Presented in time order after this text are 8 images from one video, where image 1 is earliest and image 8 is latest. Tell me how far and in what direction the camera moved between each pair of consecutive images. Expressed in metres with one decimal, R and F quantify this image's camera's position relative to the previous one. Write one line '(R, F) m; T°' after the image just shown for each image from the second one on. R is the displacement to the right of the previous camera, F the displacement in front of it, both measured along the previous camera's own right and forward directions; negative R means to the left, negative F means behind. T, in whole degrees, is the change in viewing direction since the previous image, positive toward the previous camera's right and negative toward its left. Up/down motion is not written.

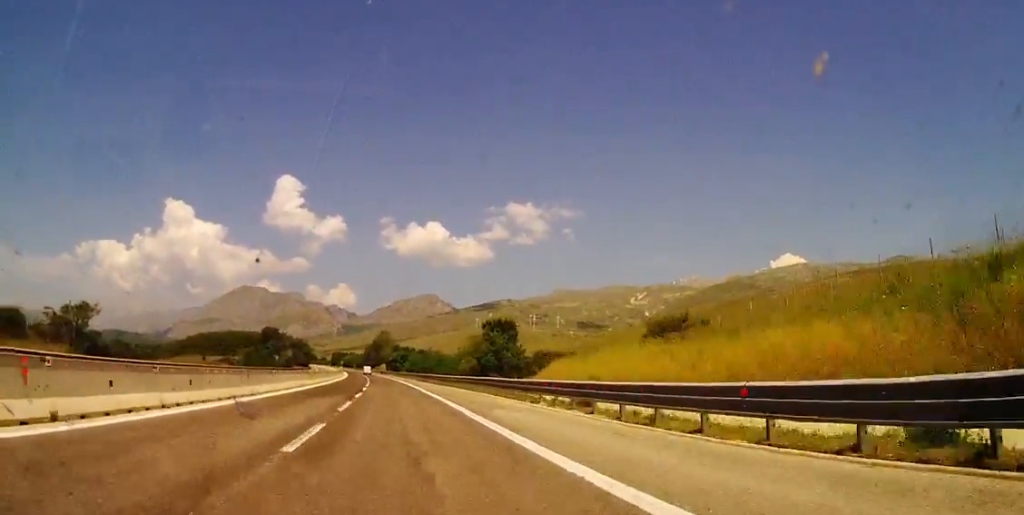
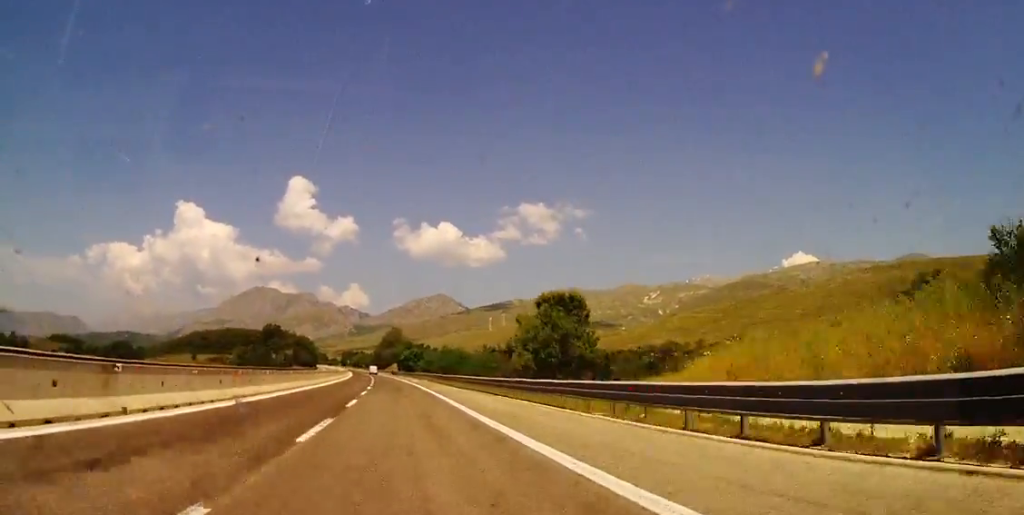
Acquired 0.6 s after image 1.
(-0.3, +21.5) m; -1°
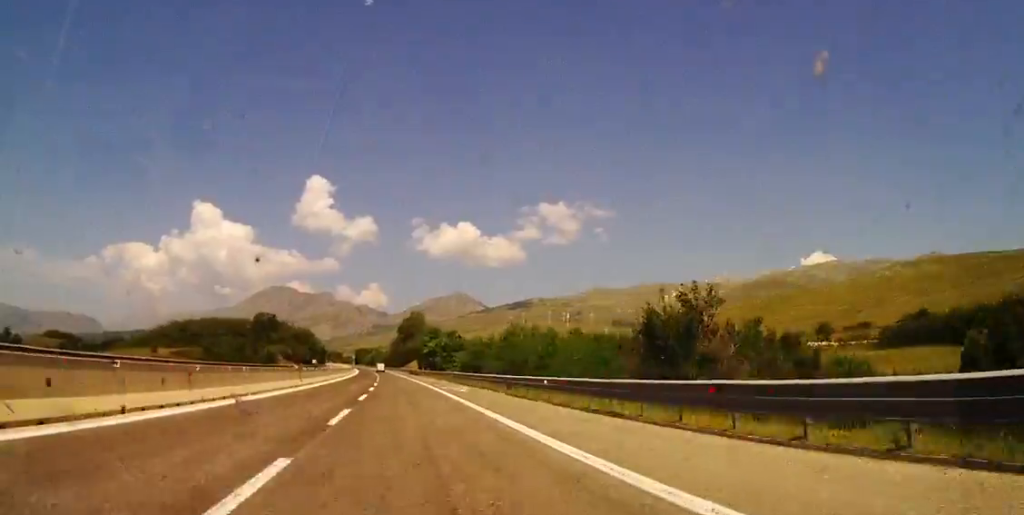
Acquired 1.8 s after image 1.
(-0.6, +44.3) m; -1°
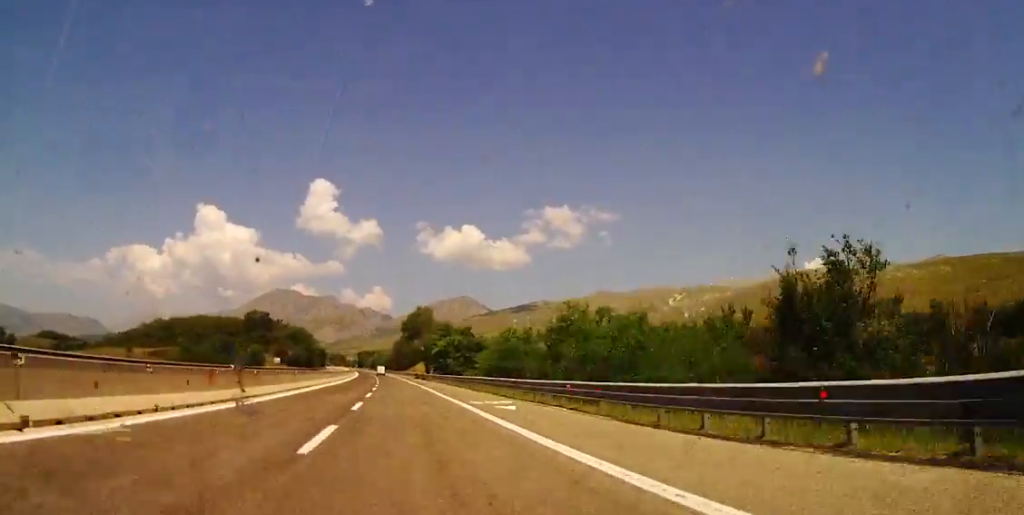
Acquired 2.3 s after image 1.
(-0.1, +16.8) m; -1°
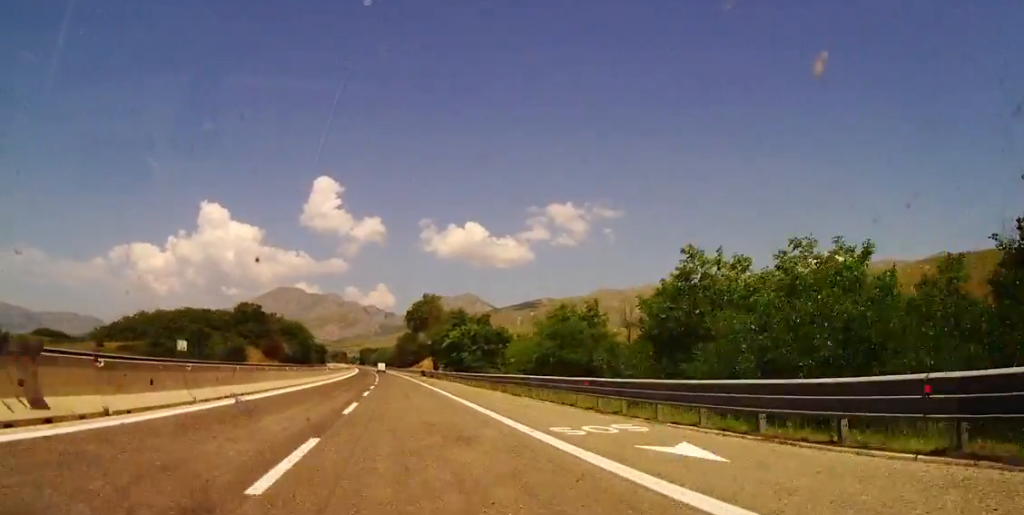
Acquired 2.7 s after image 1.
(0.0, +15.7) m; 0°
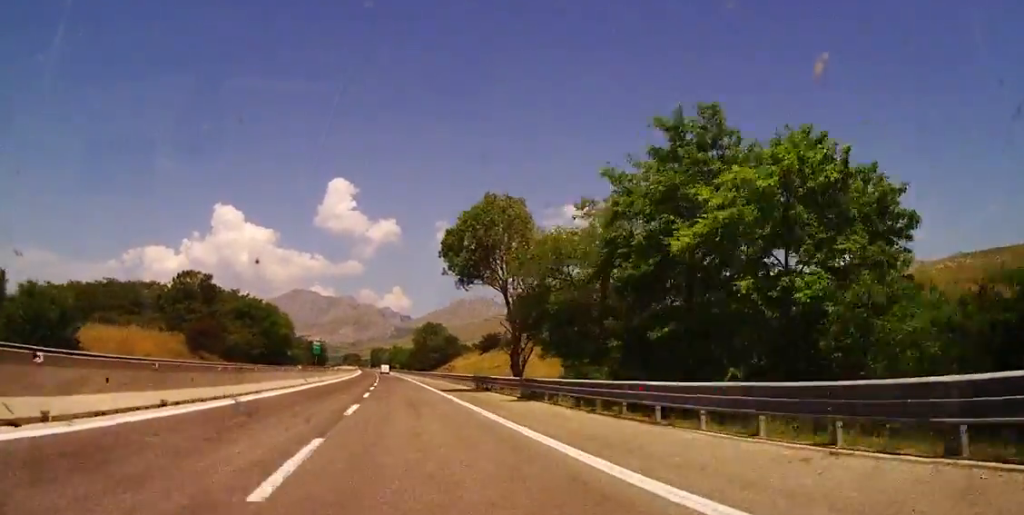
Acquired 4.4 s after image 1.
(-1.3, +58.6) m; -2°
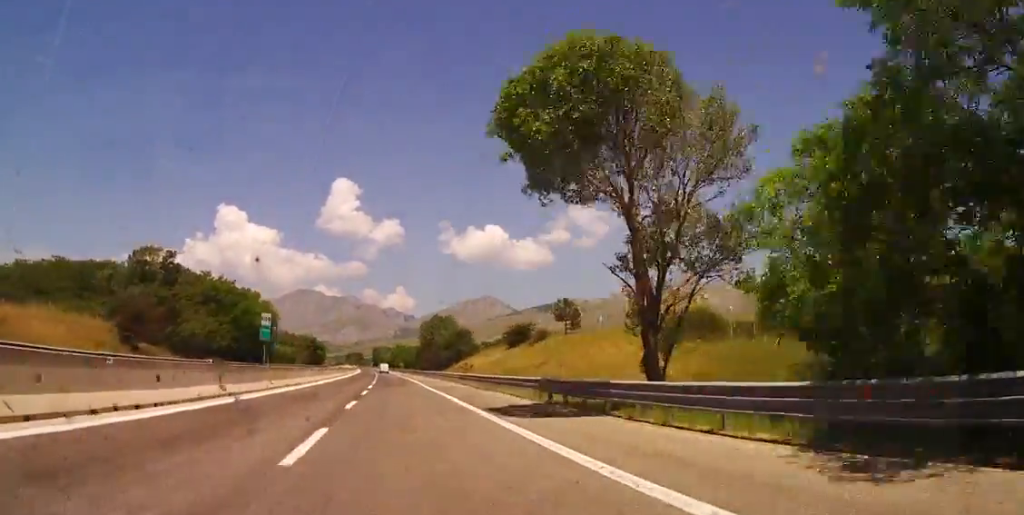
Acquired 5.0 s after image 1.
(-0.2, +21.5) m; 0°
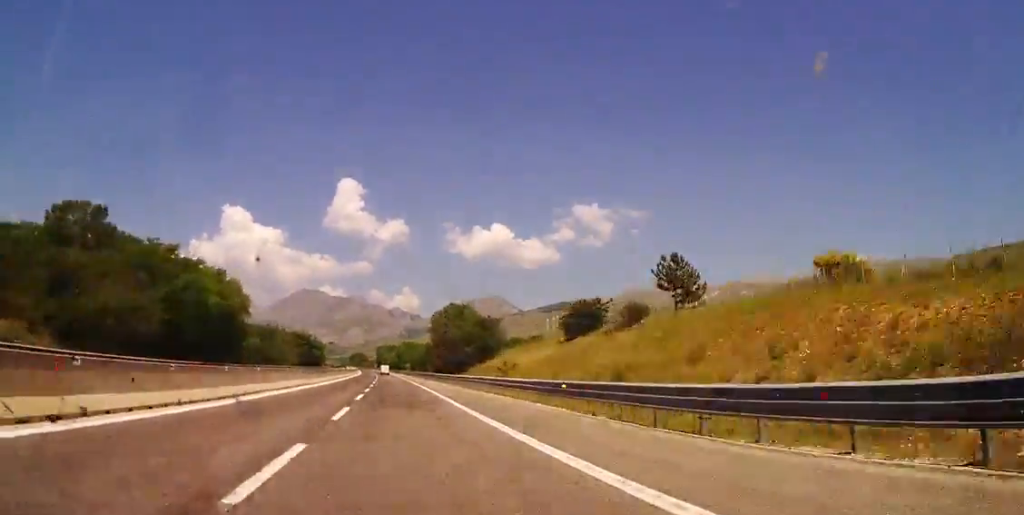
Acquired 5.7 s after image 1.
(+0.2, +26.3) m; 0°
